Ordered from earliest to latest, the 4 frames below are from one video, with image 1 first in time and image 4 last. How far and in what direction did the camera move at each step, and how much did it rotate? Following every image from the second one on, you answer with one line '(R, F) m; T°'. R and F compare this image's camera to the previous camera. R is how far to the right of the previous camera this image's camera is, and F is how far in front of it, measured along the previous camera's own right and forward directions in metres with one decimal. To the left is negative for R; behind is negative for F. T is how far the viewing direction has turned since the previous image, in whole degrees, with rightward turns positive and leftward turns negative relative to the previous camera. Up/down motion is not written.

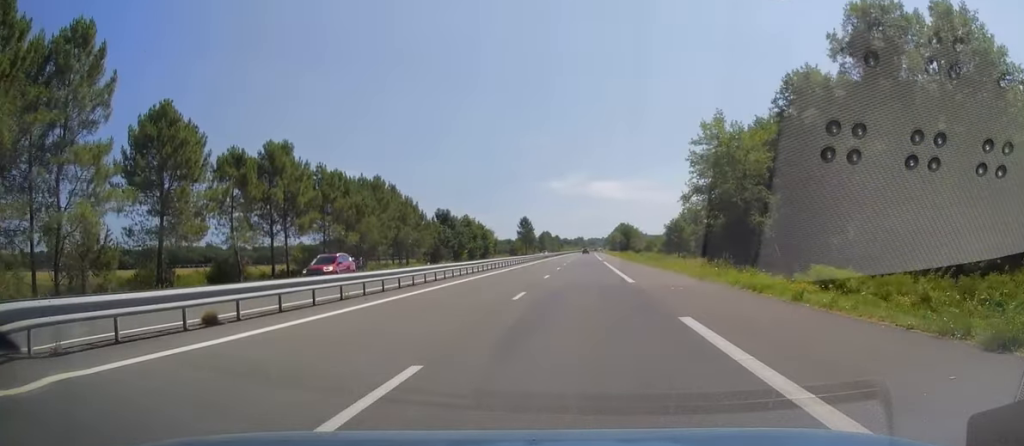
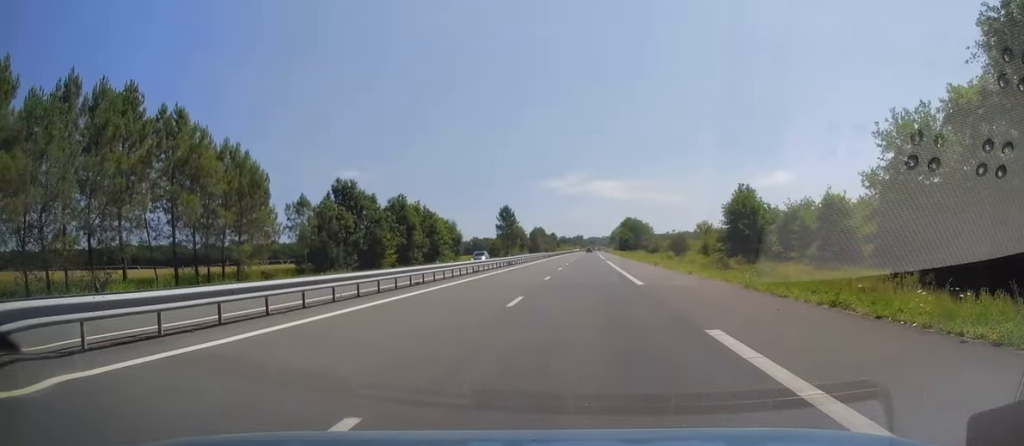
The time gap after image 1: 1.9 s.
(-0.7, +54.8) m; -1°
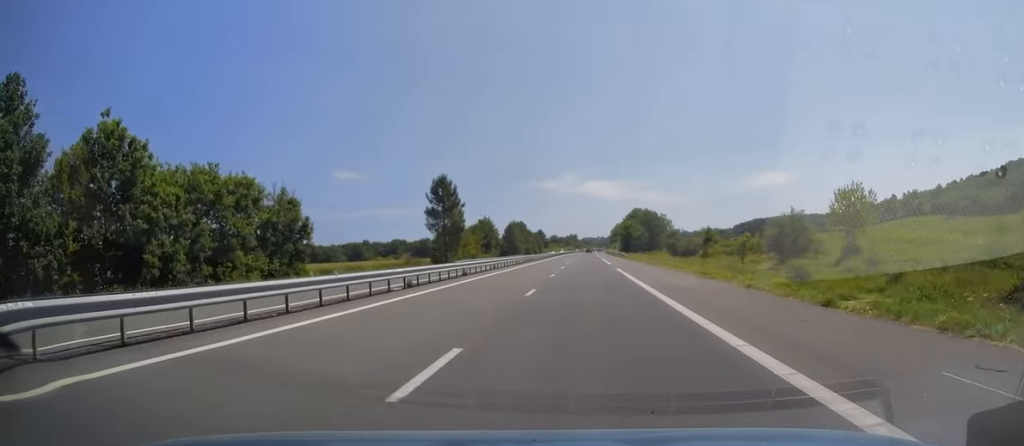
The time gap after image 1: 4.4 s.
(+1.0, +74.8) m; +1°
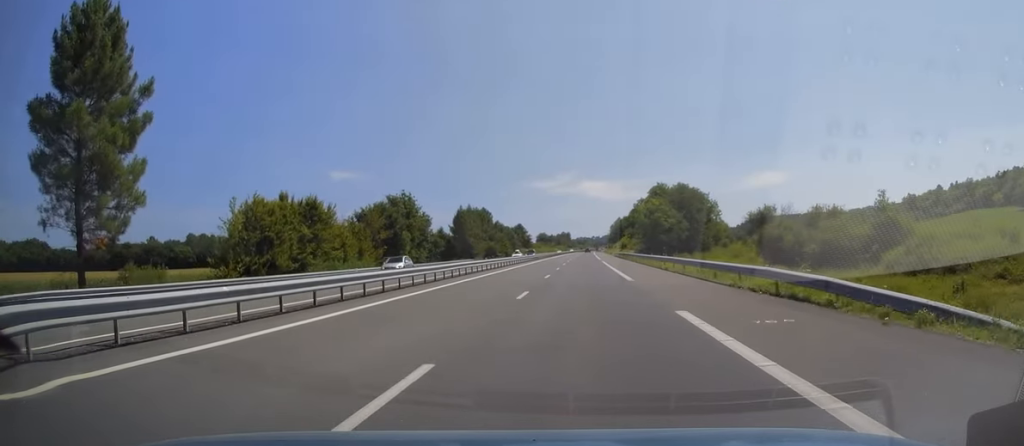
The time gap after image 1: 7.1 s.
(+0.8, +79.6) m; +1°
